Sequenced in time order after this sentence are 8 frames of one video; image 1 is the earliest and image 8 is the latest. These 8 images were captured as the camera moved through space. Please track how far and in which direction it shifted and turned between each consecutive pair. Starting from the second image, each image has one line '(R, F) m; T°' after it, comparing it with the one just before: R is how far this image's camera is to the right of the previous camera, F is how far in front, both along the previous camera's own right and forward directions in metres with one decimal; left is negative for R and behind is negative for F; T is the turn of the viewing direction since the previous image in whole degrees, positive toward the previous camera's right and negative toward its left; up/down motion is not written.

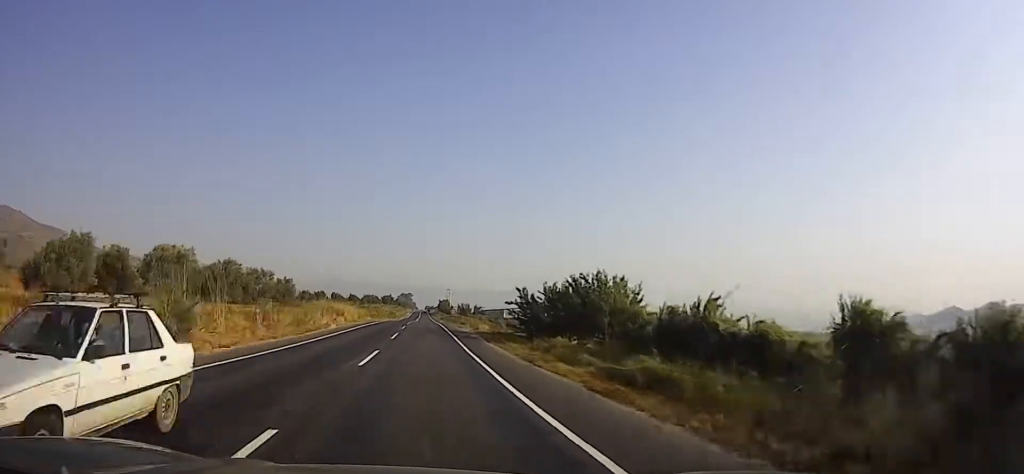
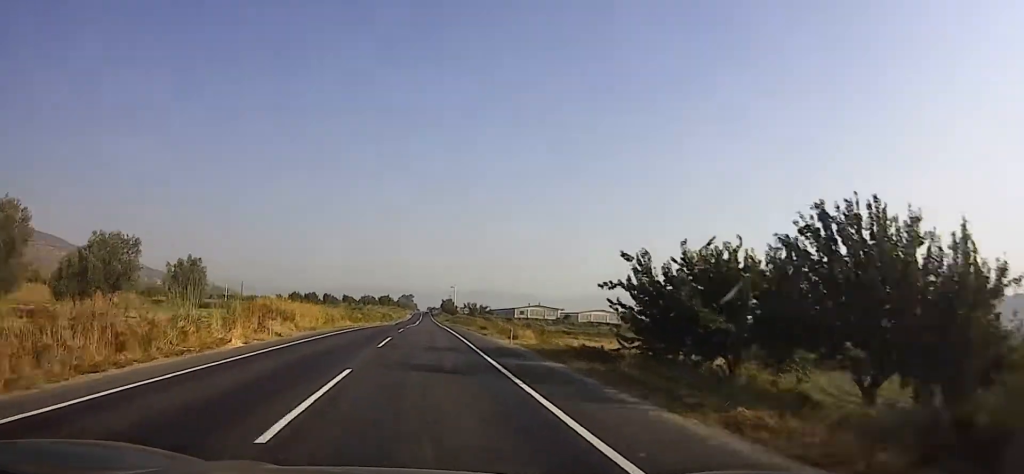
(-0.7, +24.2) m; -1°
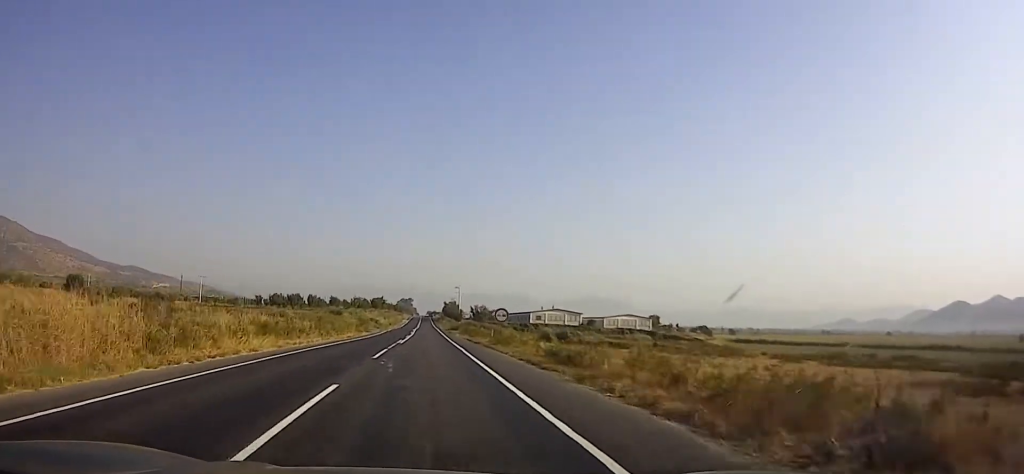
(0.0, +31.0) m; +1°
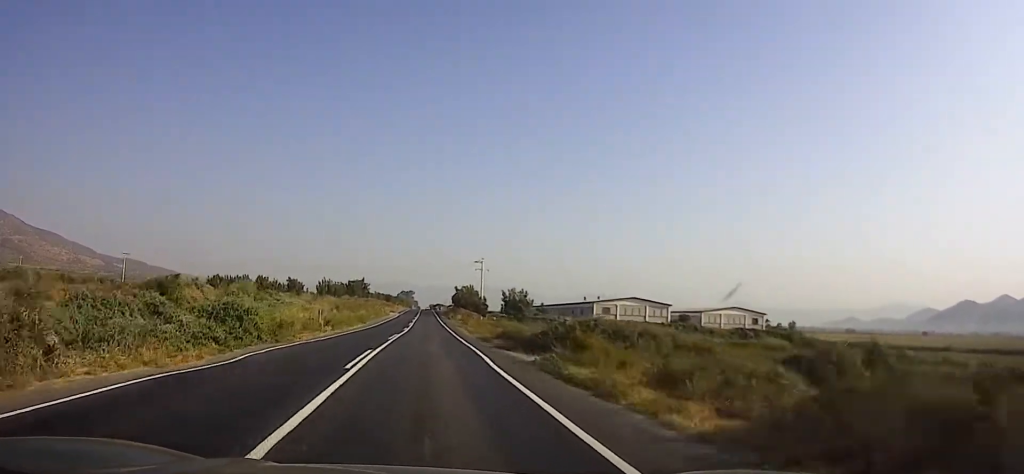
(+1.7, +66.7) m; +2°
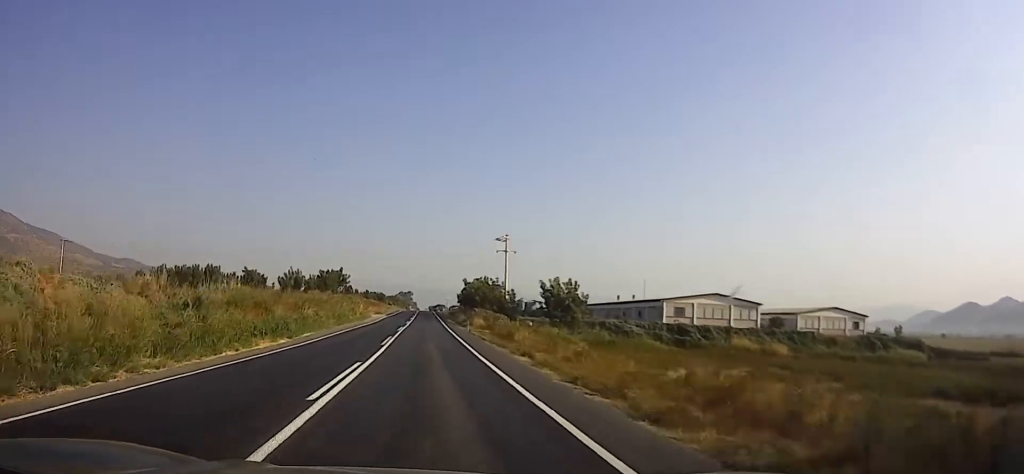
(-0.3, +35.3) m; -1°
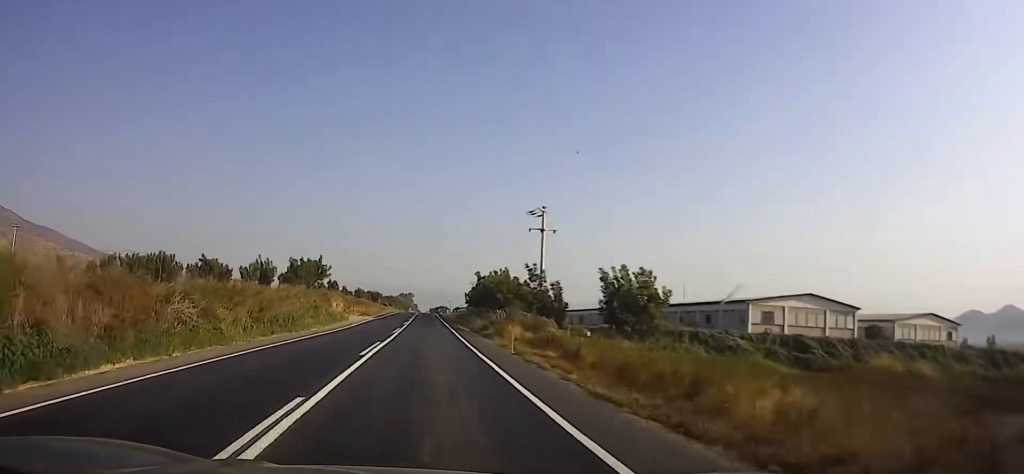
(-0.1, +23.7) m; 0°
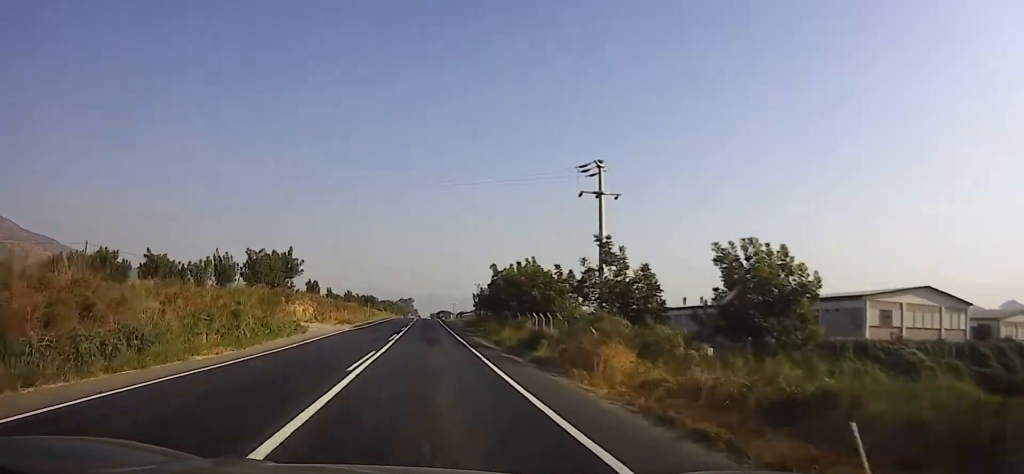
(0.0, +20.1) m; 0°
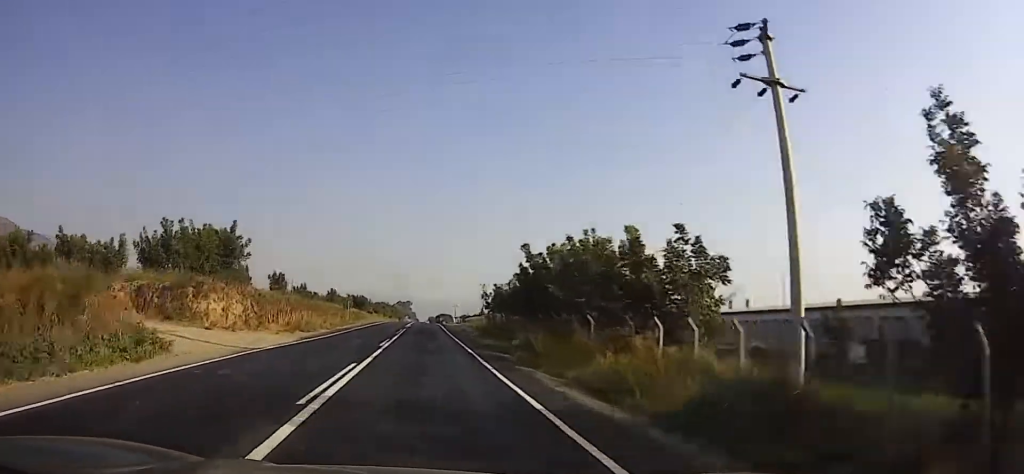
(-0.1, +22.0) m; 0°
